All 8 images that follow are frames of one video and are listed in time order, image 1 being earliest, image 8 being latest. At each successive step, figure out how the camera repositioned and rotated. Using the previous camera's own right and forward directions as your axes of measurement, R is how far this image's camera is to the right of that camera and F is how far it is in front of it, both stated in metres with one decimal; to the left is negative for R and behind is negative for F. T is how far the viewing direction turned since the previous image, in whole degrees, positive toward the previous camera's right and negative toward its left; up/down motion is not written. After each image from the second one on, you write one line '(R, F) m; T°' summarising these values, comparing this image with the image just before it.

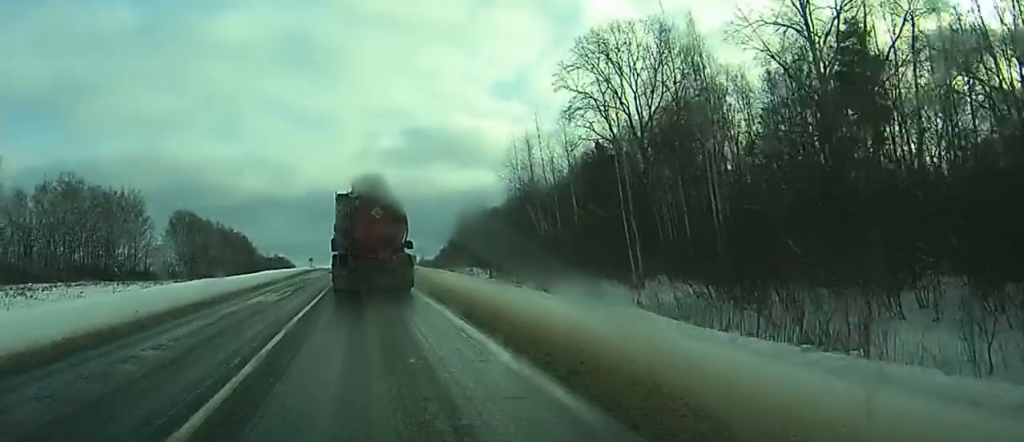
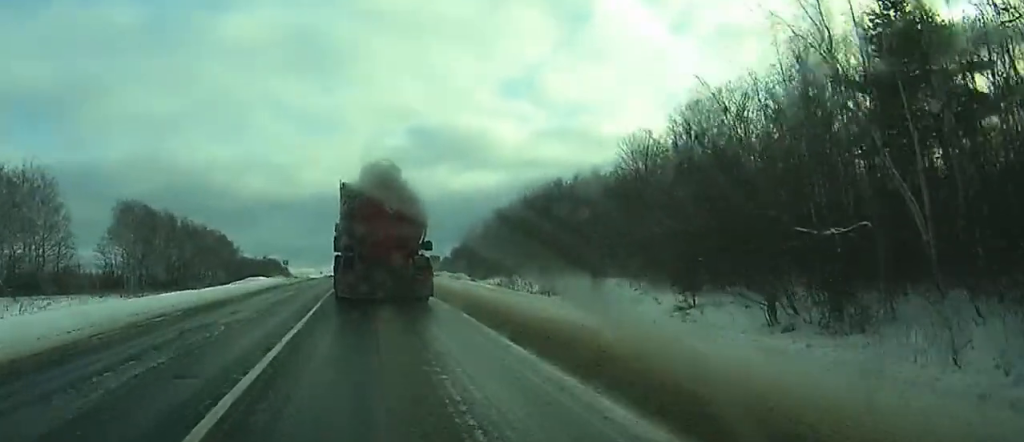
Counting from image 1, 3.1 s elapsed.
(+0.3, +56.9) m; +1°
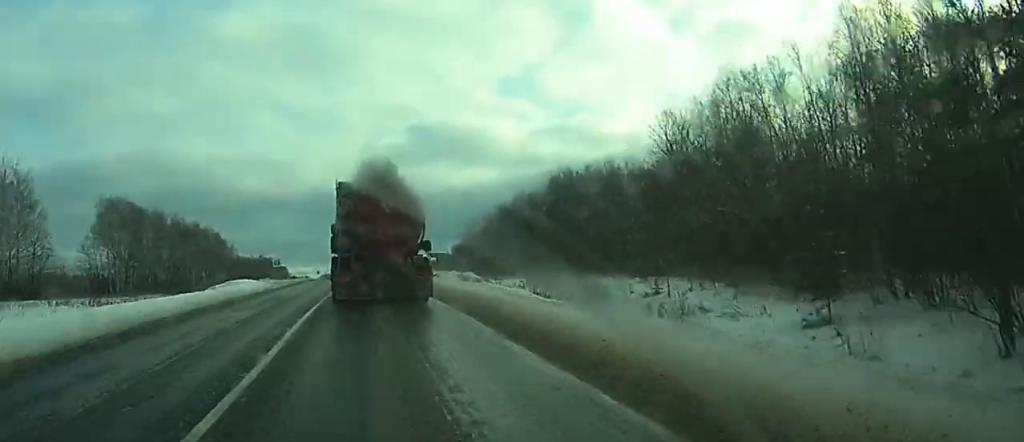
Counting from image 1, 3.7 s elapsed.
(+0.1, +10.9) m; 0°
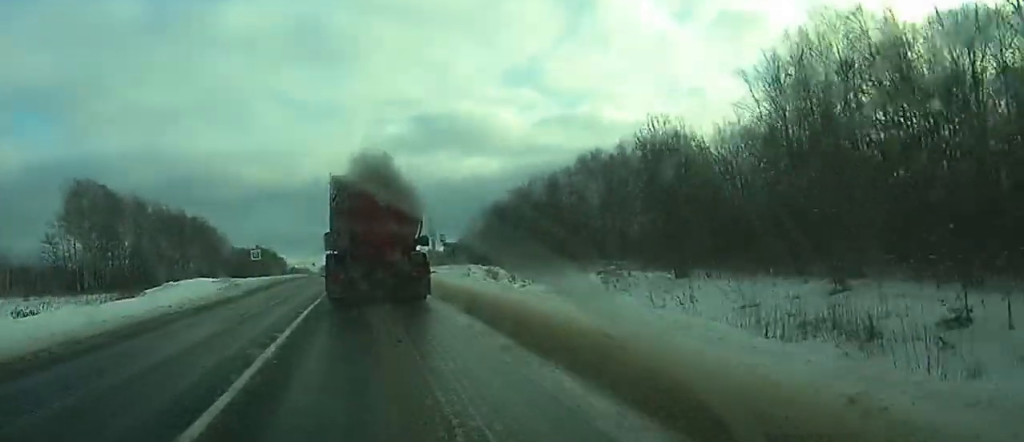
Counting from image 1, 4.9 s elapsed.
(+0.1, +22.3) m; -1°
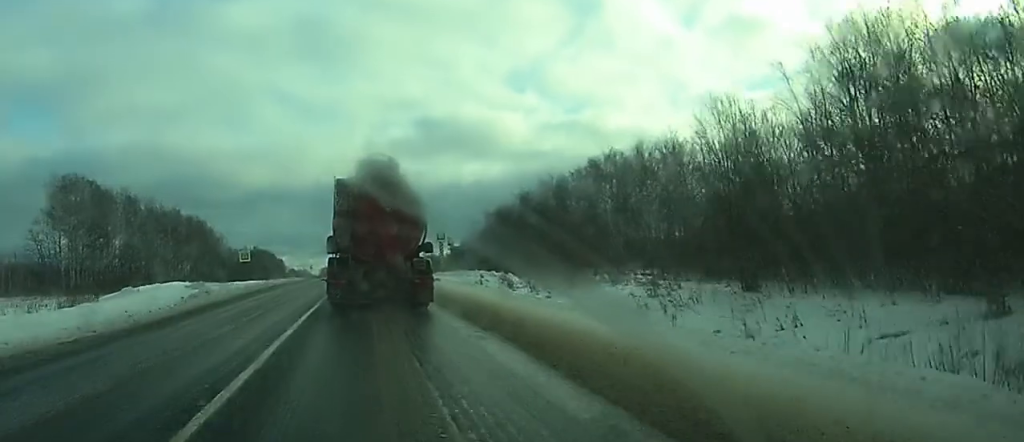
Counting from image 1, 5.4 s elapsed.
(-0.1, +8.3) m; 0°
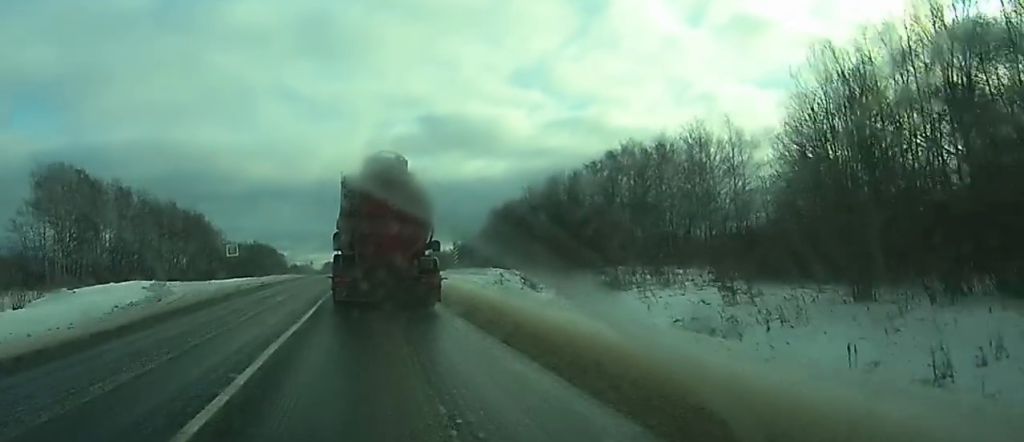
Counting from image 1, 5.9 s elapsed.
(-0.1, +8.9) m; 0°
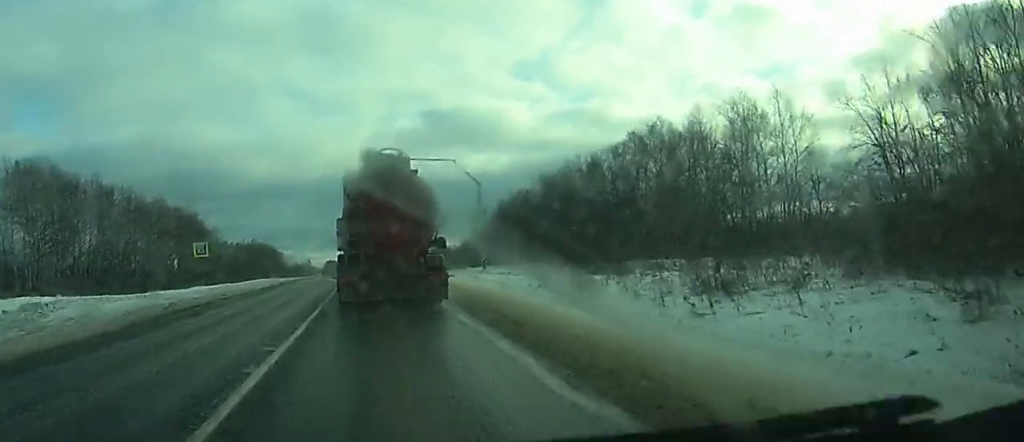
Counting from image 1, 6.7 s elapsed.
(0.0, +14.0) m; 0°
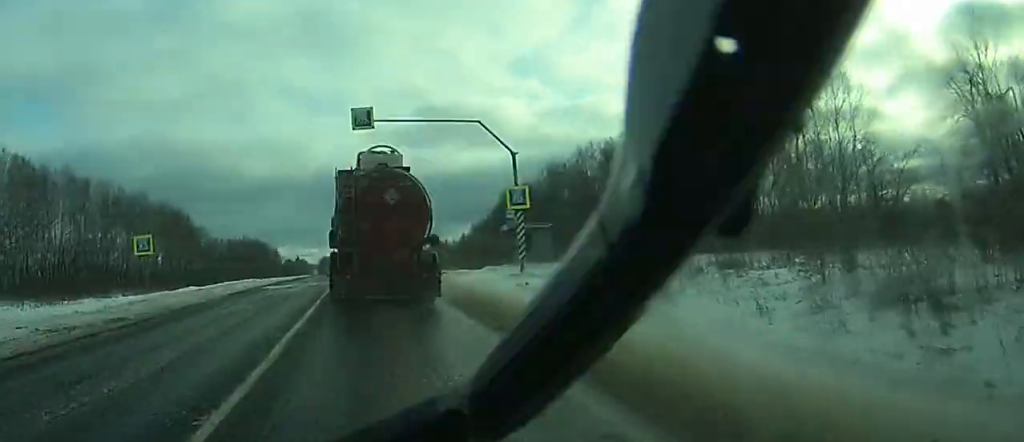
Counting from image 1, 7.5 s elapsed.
(0.0, +13.4) m; 0°
